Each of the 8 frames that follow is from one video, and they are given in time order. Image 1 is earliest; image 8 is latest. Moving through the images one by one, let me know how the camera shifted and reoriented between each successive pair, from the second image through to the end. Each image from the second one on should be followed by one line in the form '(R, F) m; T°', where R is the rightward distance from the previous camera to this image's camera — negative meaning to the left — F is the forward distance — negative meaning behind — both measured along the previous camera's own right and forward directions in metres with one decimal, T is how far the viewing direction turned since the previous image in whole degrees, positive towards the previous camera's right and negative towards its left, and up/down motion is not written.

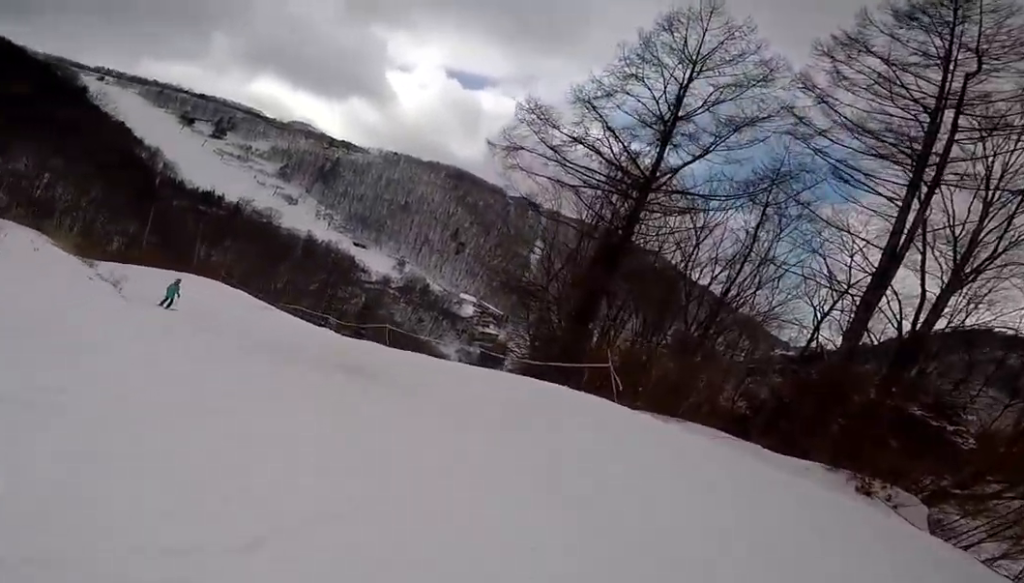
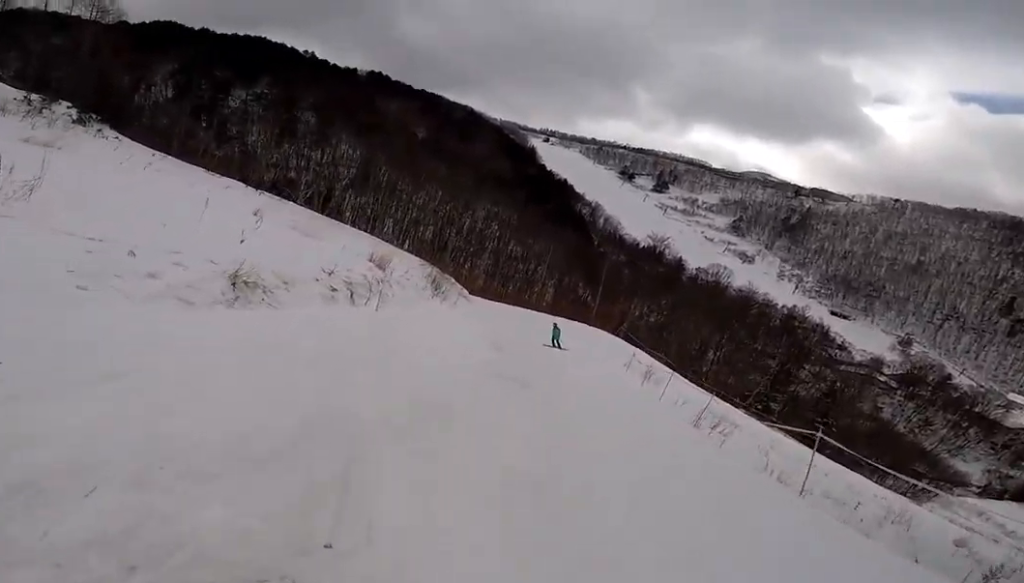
(-5.3, +8.0) m; -50°
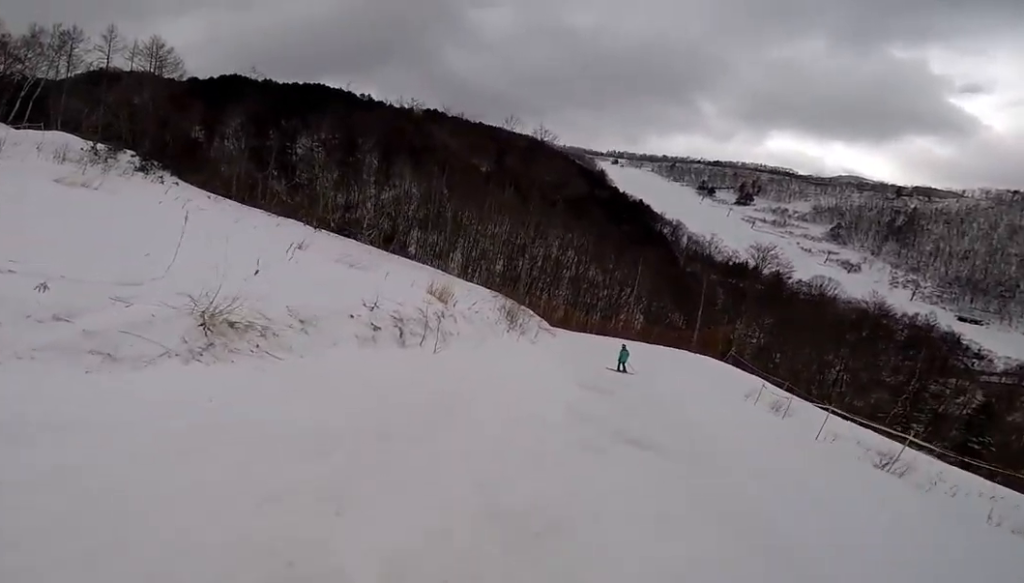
(-0.3, +3.1) m; 0°
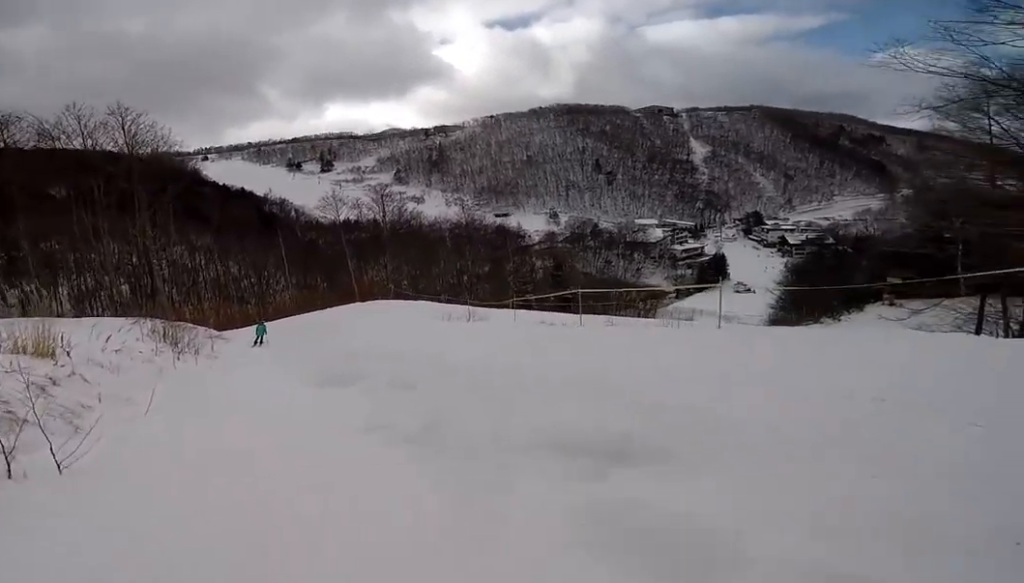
(+0.2, +5.5) m; +11°
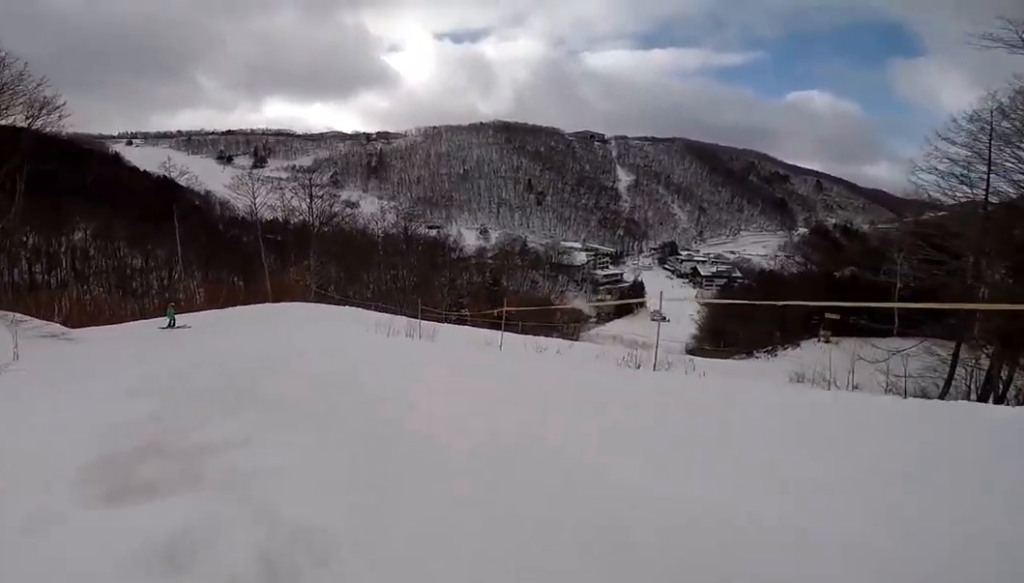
(+1.0, +6.1) m; 0°
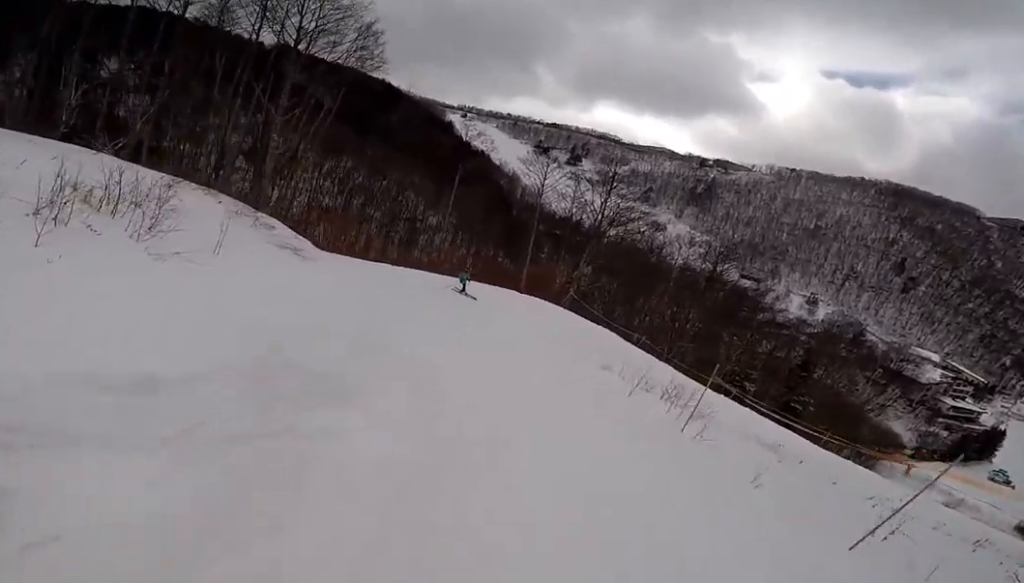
(-0.5, +3.9) m; -14°
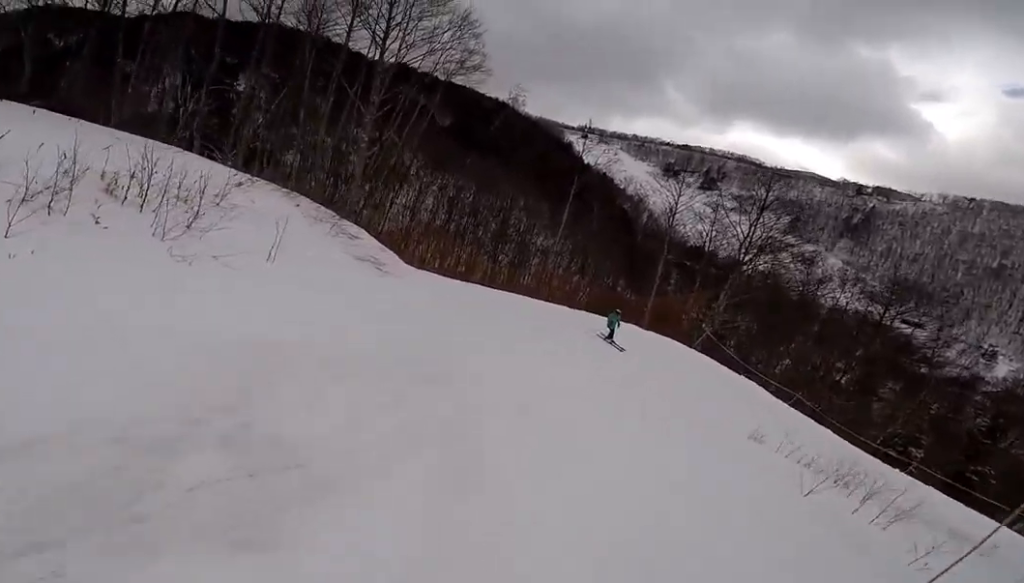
(-0.2, +2.7) m; -12°
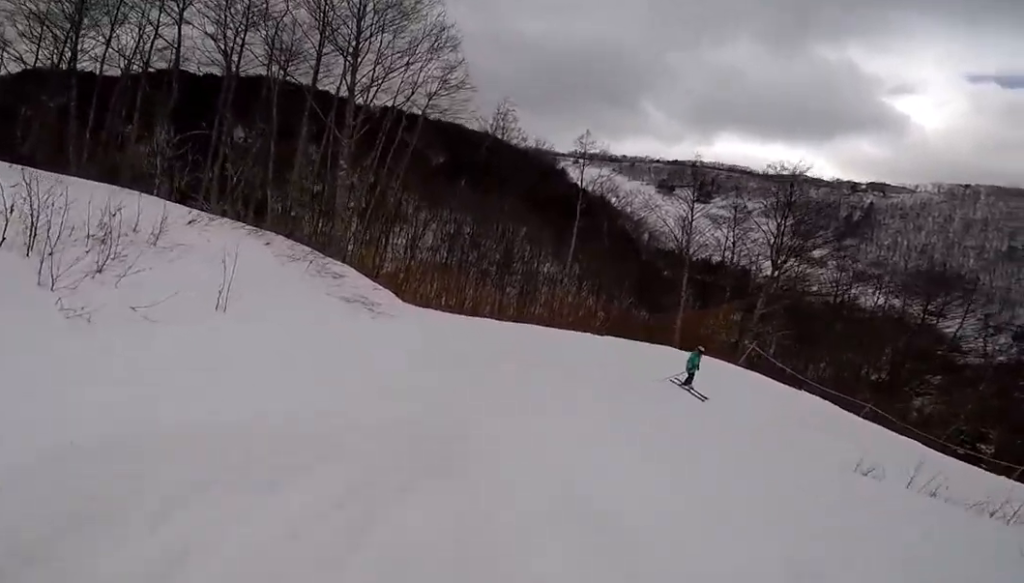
(-0.3, +2.3) m; 0°
